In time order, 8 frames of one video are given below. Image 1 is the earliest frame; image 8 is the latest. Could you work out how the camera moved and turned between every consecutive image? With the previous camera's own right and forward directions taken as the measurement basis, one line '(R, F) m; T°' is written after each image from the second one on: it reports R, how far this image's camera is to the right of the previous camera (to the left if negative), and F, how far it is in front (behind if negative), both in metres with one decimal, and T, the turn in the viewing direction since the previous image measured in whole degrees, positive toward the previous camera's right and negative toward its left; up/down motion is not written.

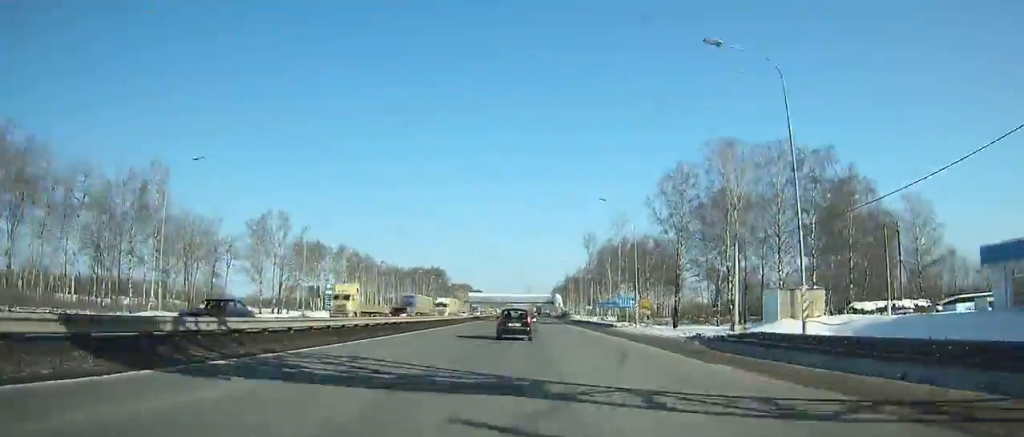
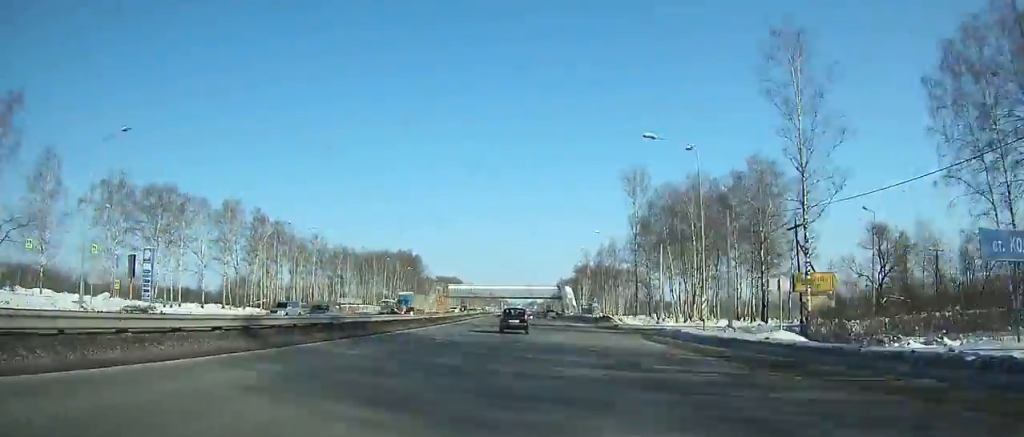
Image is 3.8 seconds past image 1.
(+0.3, +72.6) m; +1°
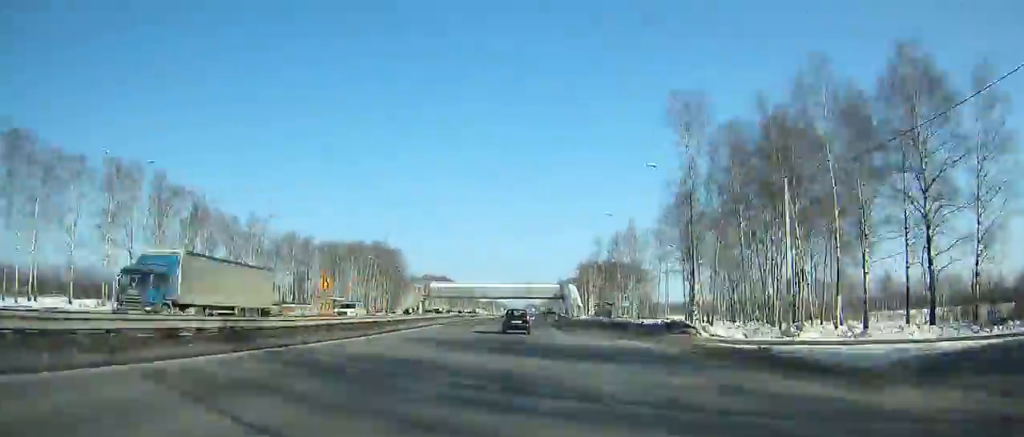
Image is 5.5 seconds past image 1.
(+0.1, +33.0) m; 0°
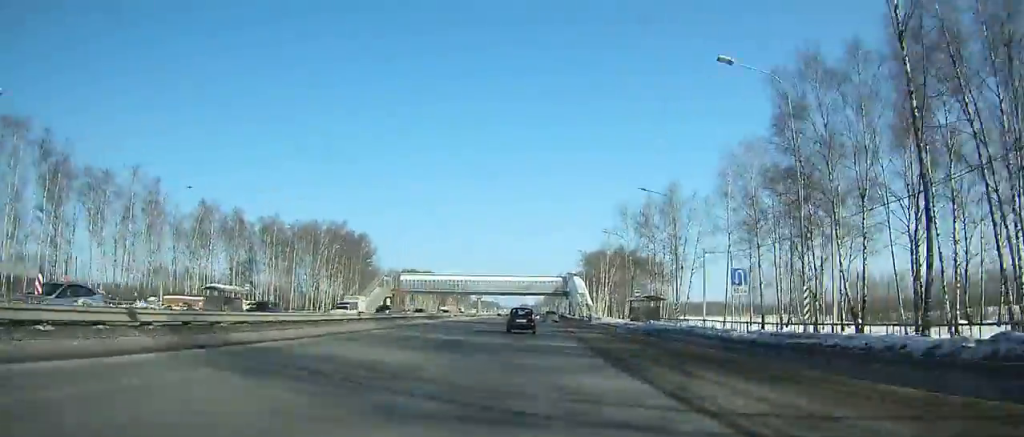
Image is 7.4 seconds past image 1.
(+0.2, +37.1) m; +1°
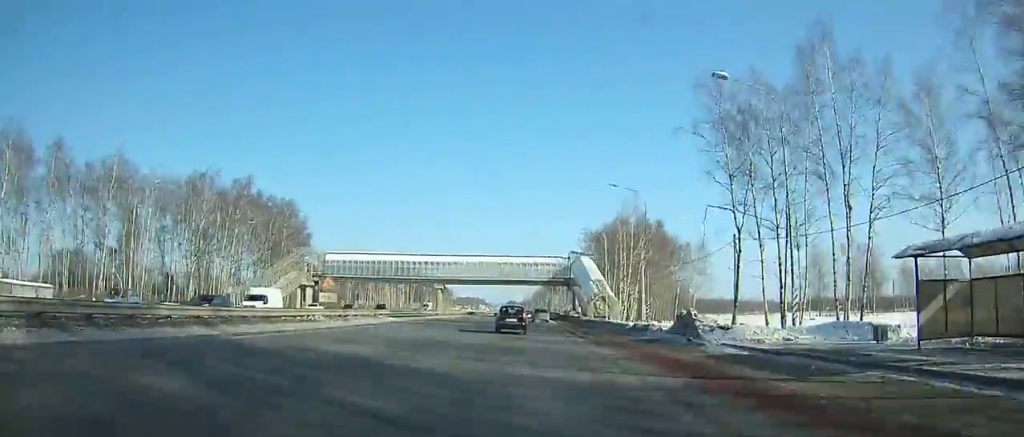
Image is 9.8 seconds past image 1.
(+0.3, +47.2) m; +1°
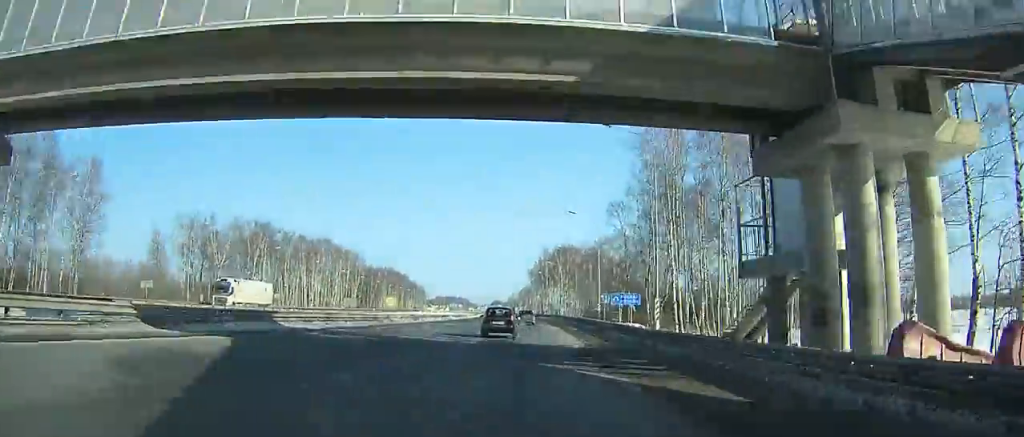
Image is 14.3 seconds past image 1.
(+1.8, +89.9) m; +1°
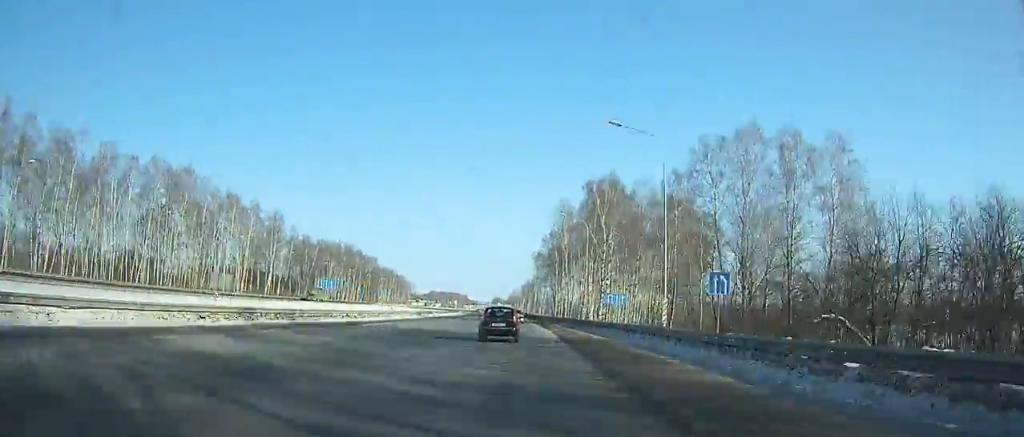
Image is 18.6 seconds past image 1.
(-0.3, +88.3) m; -1°
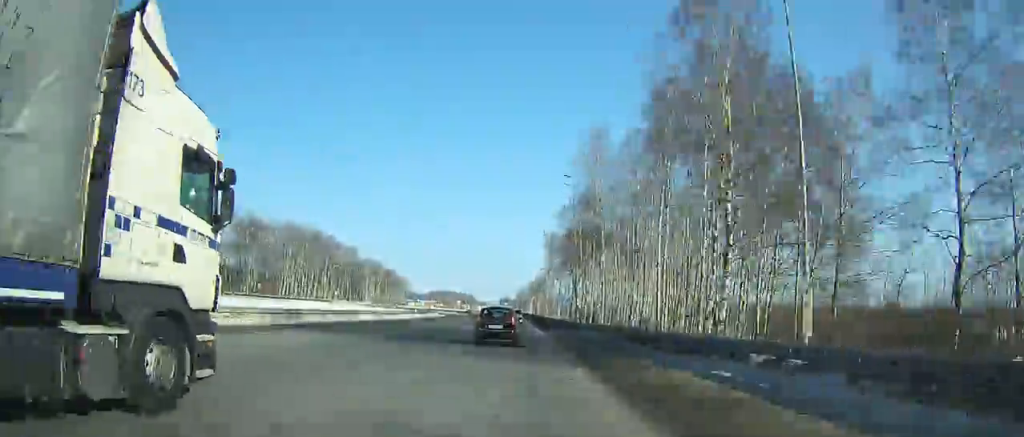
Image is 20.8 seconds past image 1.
(-0.4, +46.0) m; -1°
